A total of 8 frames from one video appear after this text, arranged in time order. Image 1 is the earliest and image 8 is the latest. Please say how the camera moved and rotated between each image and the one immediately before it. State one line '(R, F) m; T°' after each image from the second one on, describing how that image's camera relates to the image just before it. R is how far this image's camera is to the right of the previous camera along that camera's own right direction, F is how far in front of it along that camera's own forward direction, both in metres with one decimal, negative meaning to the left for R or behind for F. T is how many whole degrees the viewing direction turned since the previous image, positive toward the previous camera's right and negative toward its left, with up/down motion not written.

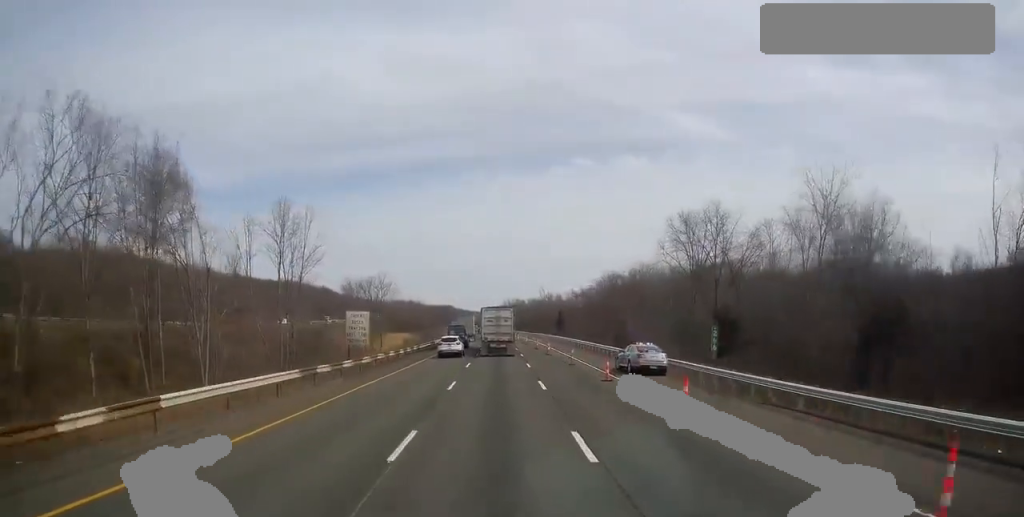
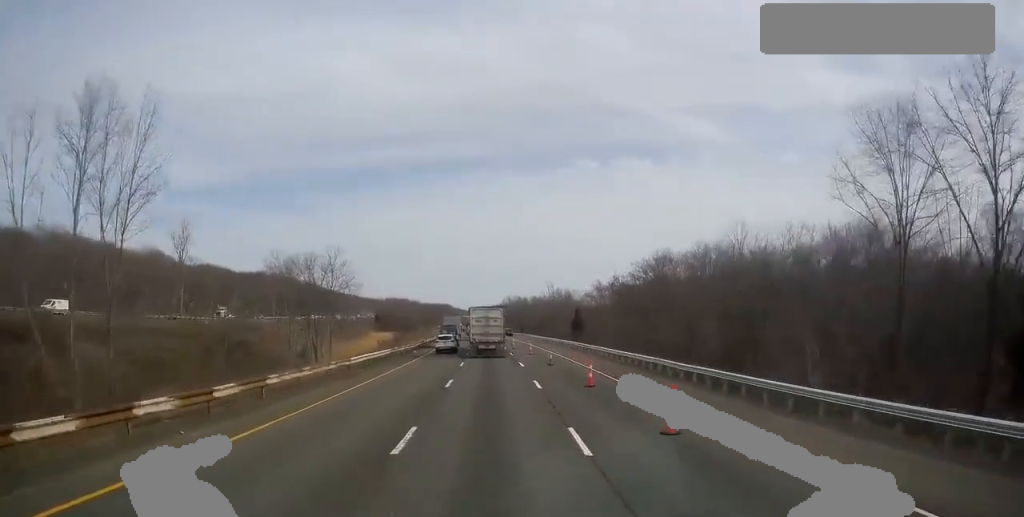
(-0.2, +35.6) m; +1°
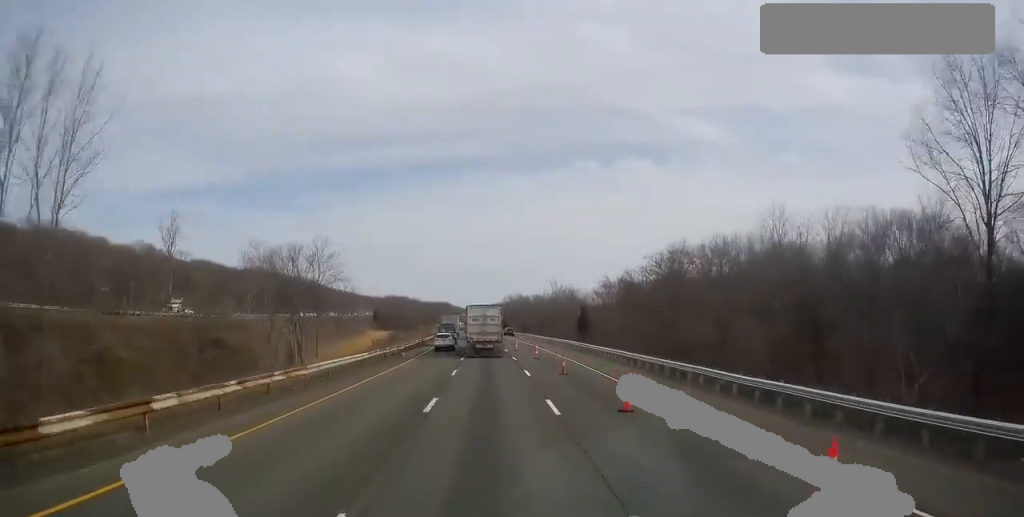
(-0.1, +6.4) m; -1°
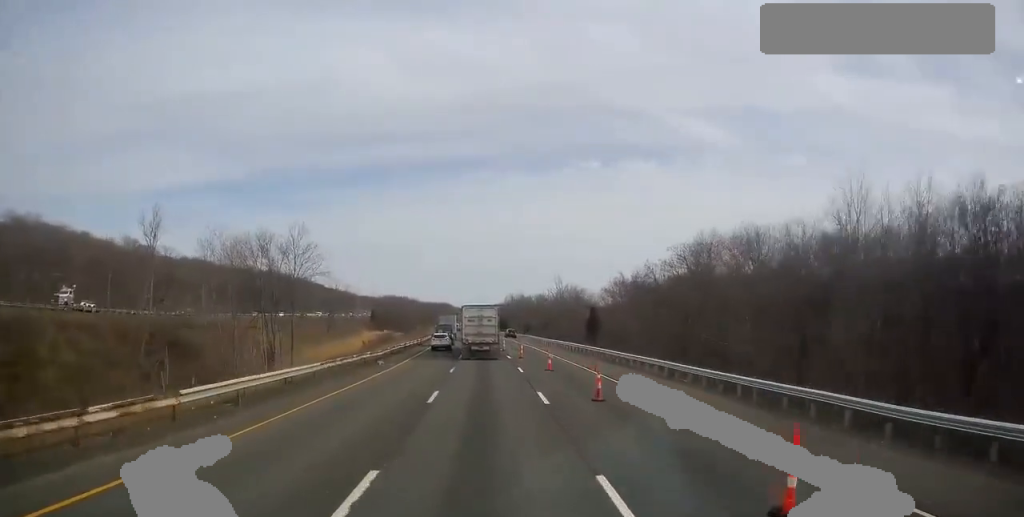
(-0.2, +10.5) m; -1°
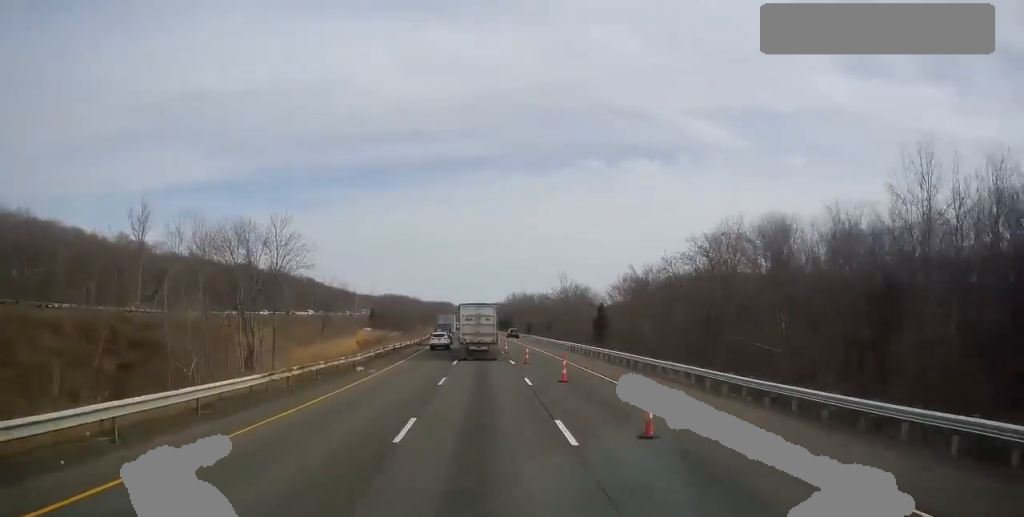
(0.0, +5.9) m; +1°
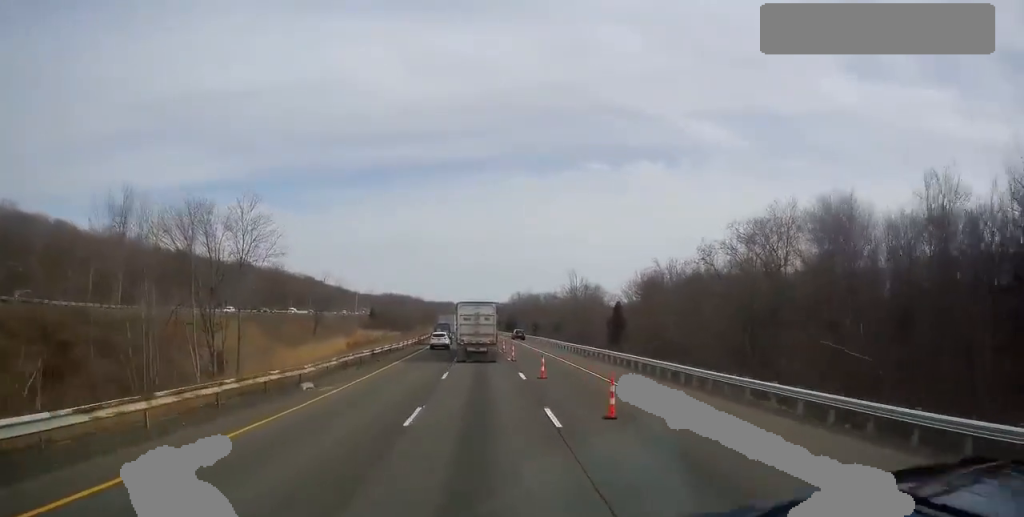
(+0.1, +10.3) m; 0°
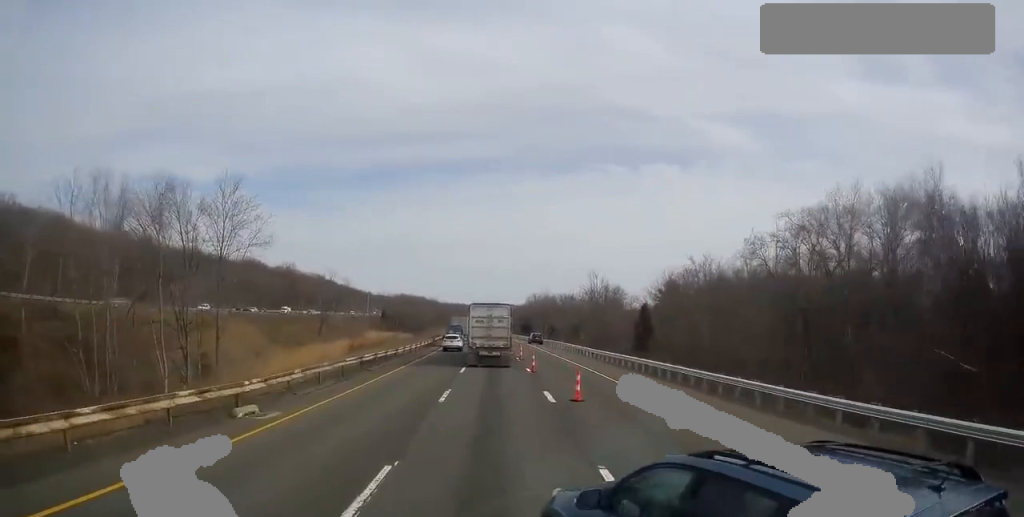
(+0.3, +7.1) m; -1°
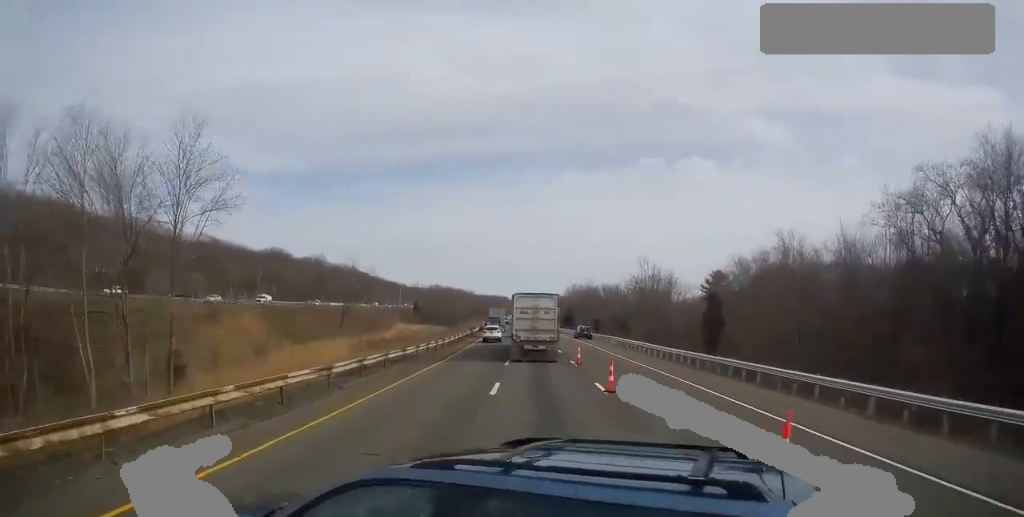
(-0.6, +13.0) m; -3°
